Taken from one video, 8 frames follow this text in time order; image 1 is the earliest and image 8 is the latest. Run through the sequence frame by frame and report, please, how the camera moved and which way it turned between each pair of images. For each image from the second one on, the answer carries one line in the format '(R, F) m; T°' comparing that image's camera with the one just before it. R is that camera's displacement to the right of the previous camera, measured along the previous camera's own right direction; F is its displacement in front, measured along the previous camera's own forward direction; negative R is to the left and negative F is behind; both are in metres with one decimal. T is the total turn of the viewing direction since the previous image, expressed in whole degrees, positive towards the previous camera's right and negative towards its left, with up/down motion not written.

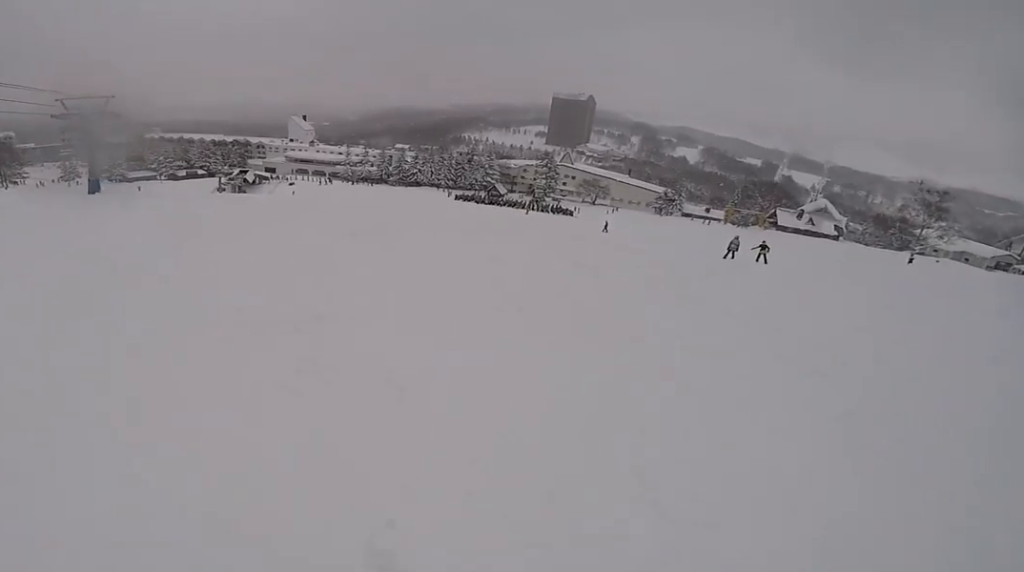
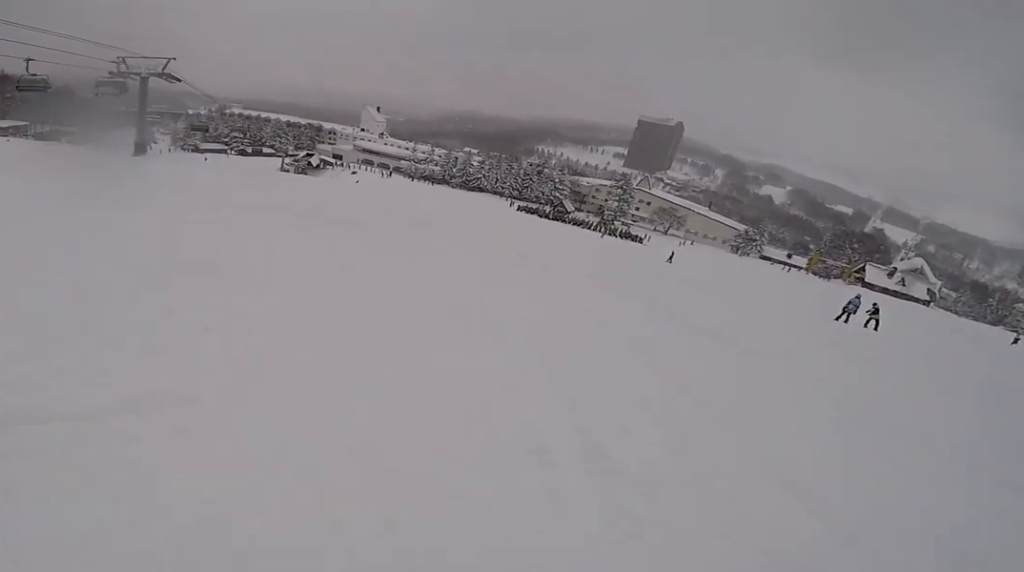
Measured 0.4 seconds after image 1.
(+0.7, +4.2) m; -8°
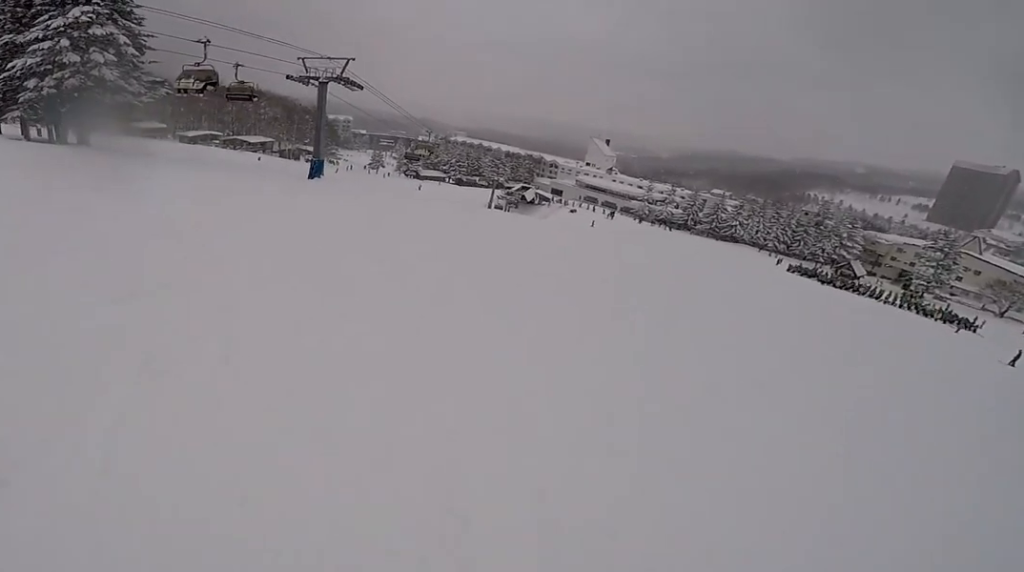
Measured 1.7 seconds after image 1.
(-3.7, +11.5) m; -19°
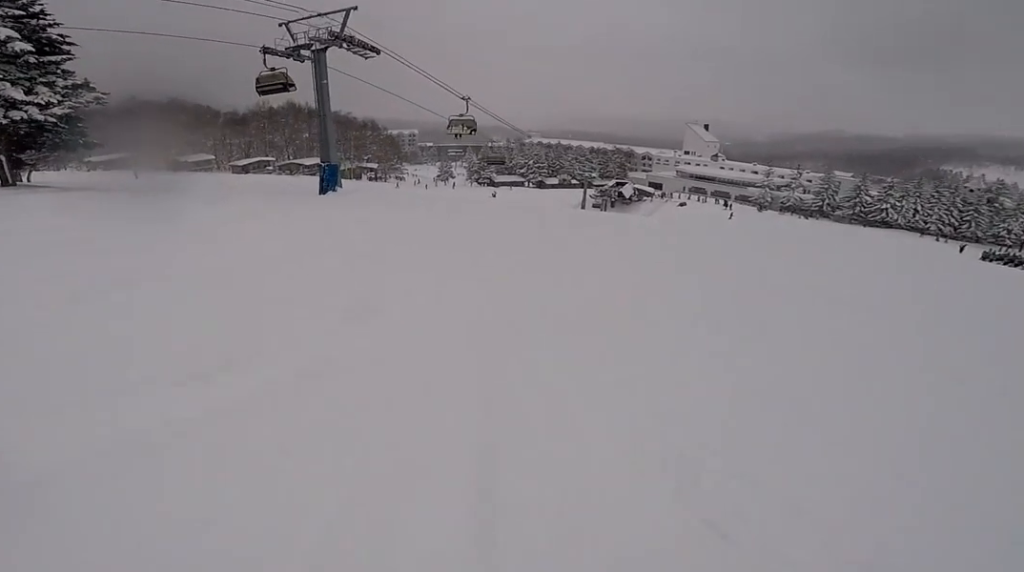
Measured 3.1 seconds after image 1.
(0.0, +13.0) m; 0°
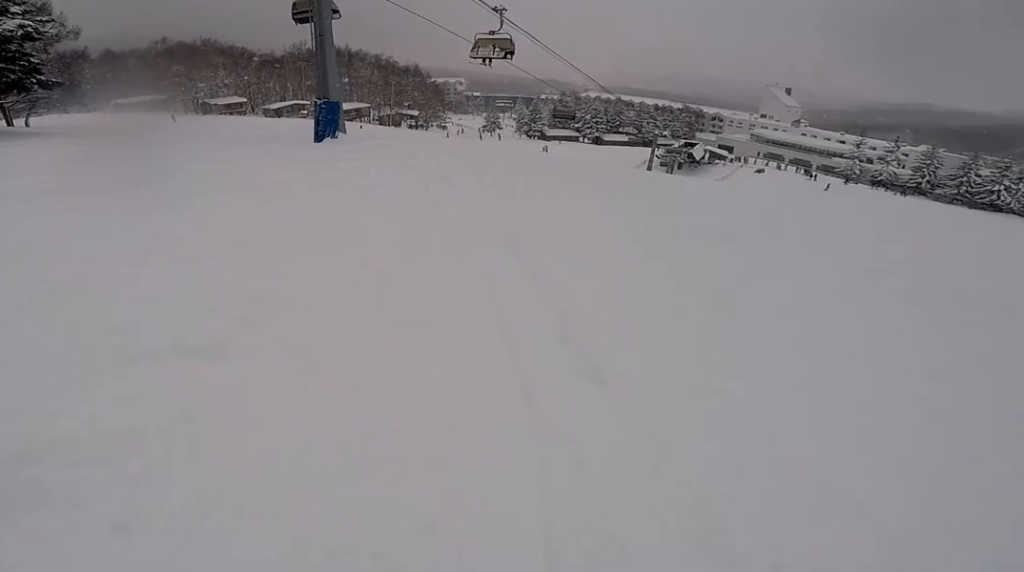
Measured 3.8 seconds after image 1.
(0.0, +6.8) m; -5°
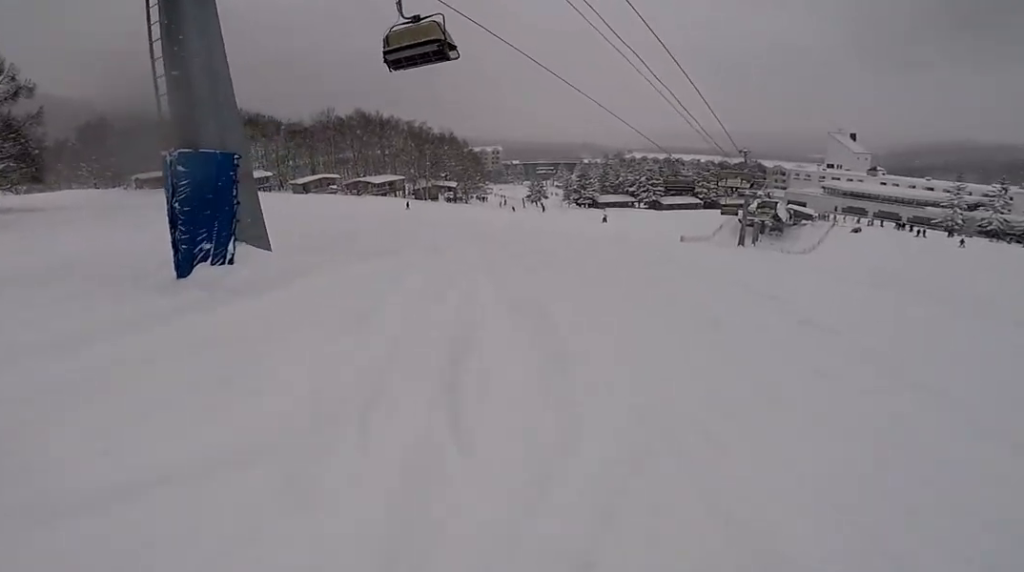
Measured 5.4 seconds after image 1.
(-2.5, +11.6) m; -19°
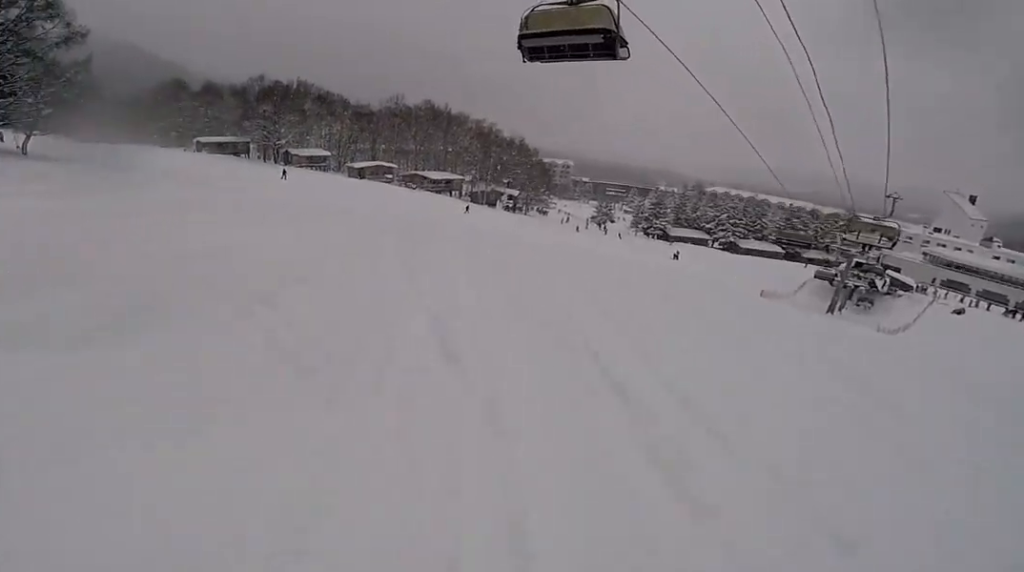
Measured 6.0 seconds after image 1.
(+0.3, +4.3) m; -2°
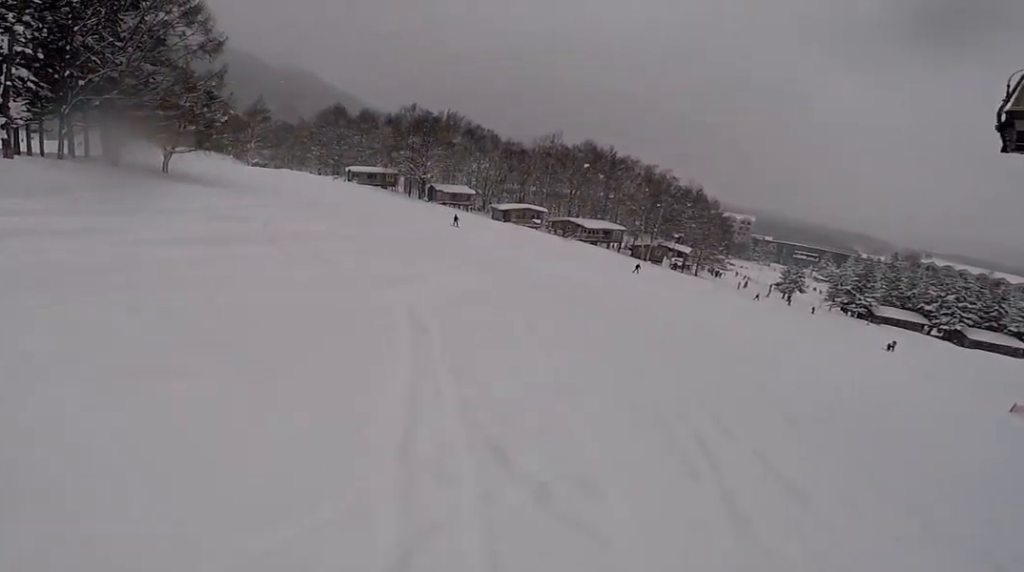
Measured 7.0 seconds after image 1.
(-0.1, +5.7) m; -5°
